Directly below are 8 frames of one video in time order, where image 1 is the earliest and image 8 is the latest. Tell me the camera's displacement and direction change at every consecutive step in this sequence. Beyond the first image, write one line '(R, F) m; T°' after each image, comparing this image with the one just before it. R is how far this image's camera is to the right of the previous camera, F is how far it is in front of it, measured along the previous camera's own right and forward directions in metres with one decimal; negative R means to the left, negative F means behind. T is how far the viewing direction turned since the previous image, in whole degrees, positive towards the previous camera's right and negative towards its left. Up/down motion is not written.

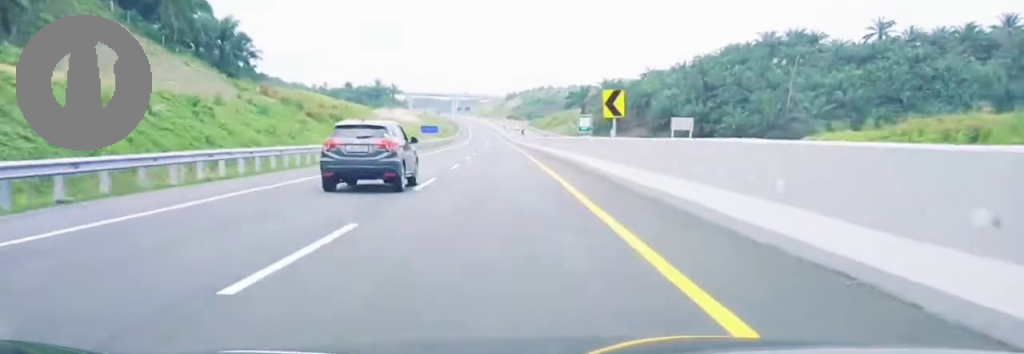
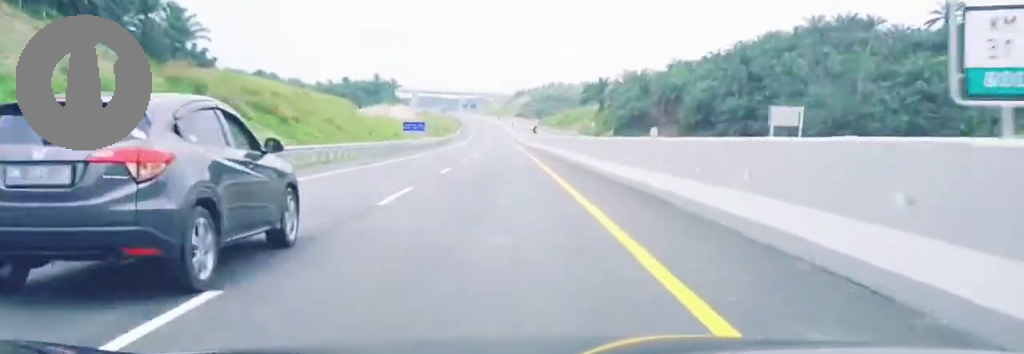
(0.0, +32.7) m; 0°
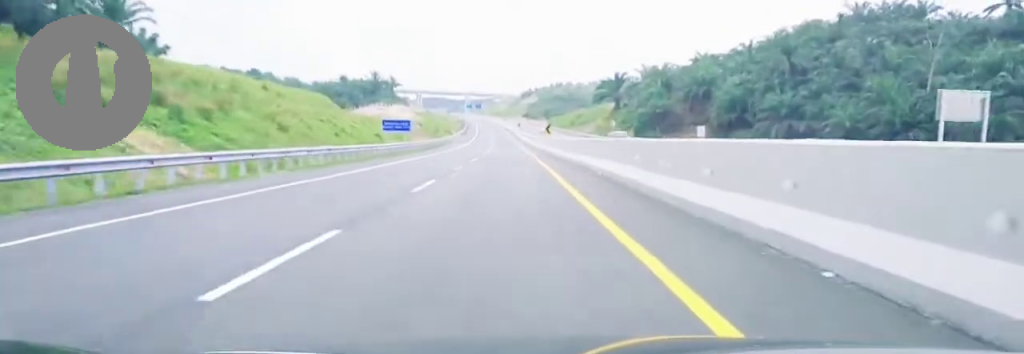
(+0.2, +21.5) m; -1°
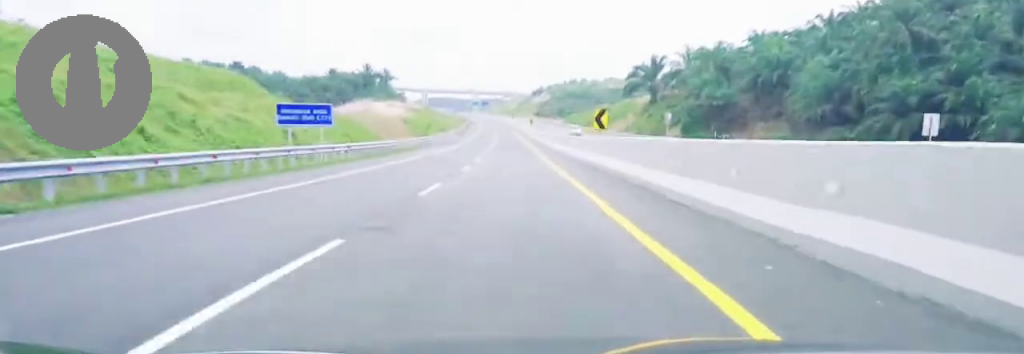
(-0.8, +39.8) m; -1°
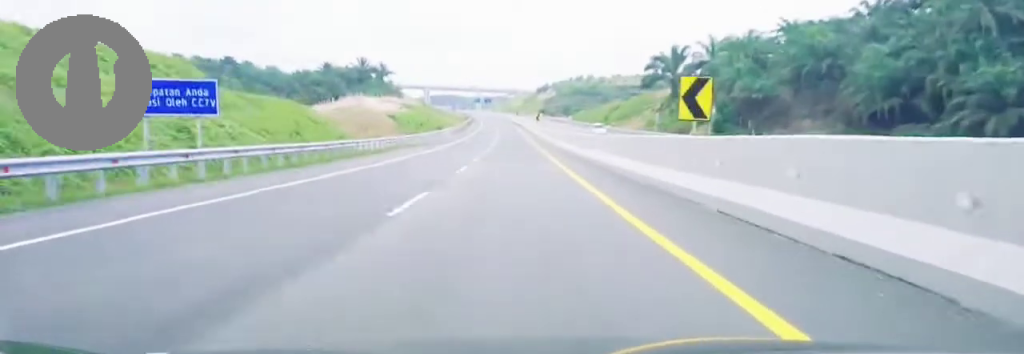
(0.0, +18.3) m; 0°
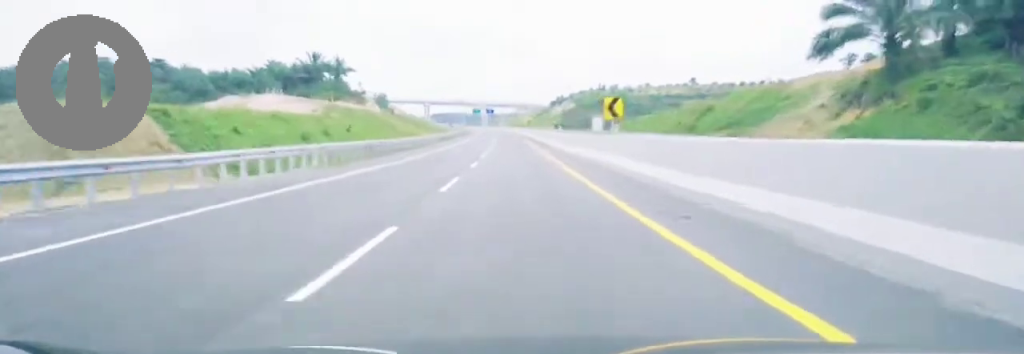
(-0.1, +85.1) m; -1°
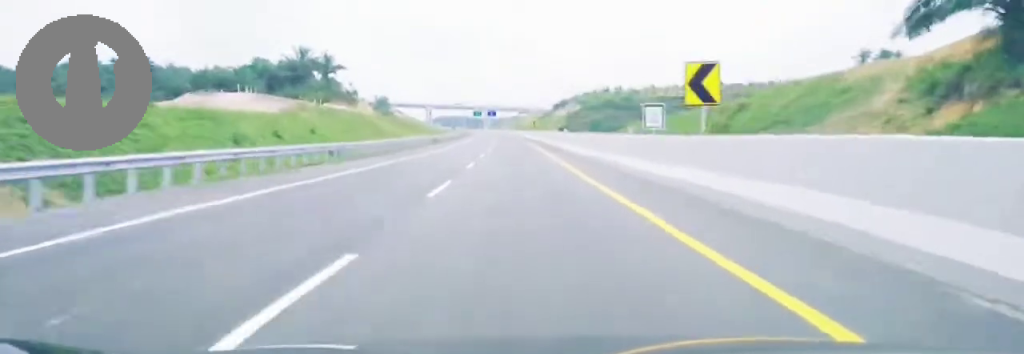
(-0.1, +16.1) m; 0°
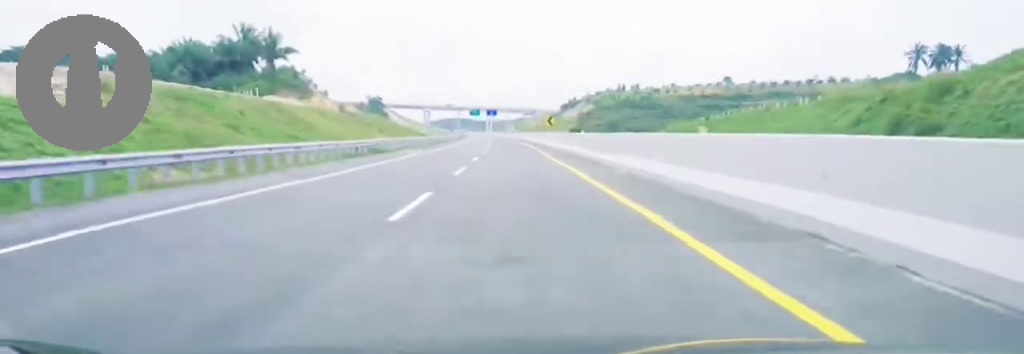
(-0.2, +43.8) m; 0°
